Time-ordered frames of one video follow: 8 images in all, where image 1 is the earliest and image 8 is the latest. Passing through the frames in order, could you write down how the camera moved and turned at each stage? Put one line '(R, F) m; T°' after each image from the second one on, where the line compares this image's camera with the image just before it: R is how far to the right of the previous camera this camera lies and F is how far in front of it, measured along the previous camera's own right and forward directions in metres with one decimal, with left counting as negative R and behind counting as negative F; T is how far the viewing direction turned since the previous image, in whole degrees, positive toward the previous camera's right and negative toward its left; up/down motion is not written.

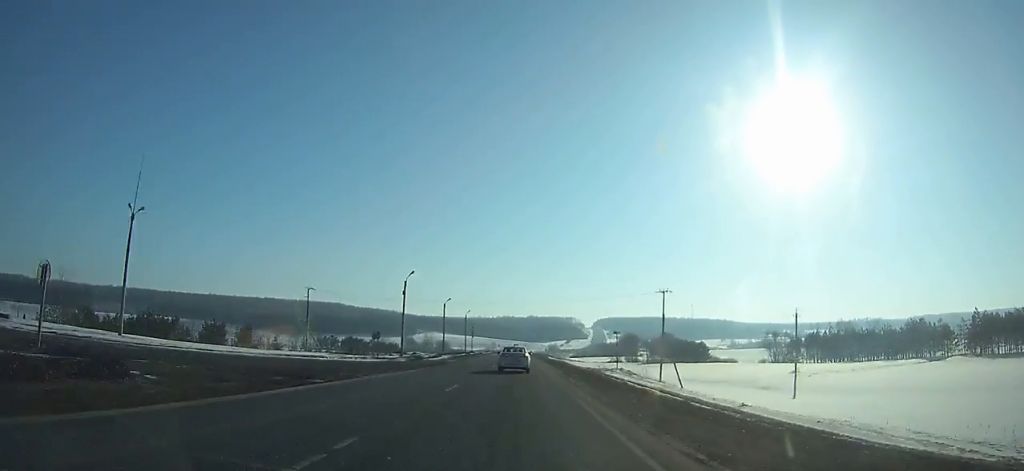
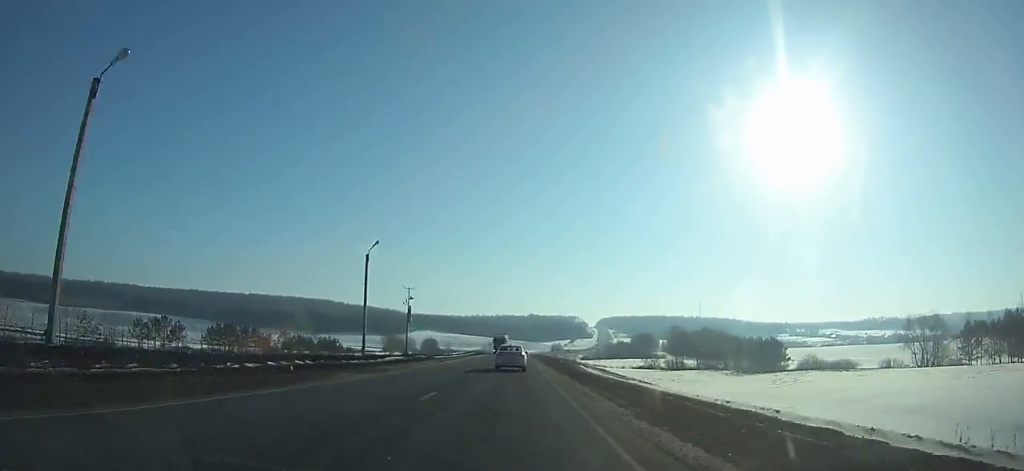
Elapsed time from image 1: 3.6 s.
(0.0, +75.8) m; 0°
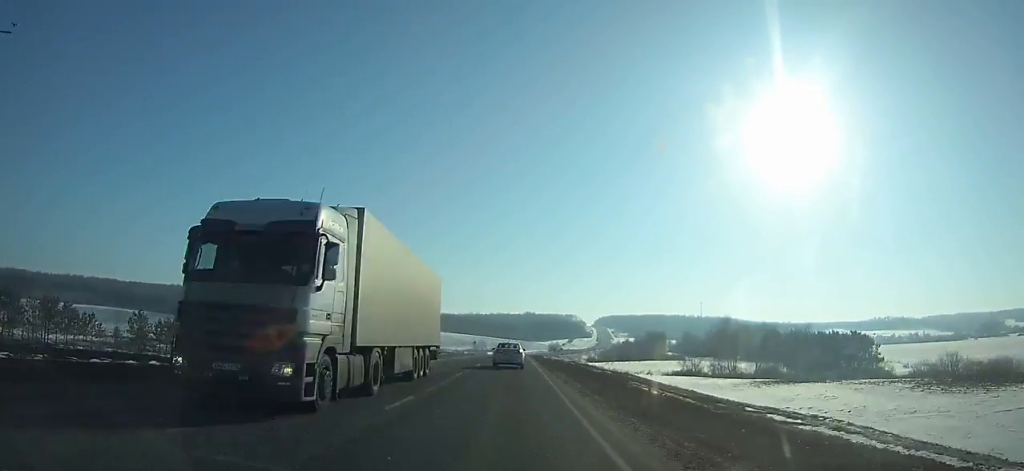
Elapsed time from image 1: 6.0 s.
(-0.1, +51.3) m; 0°
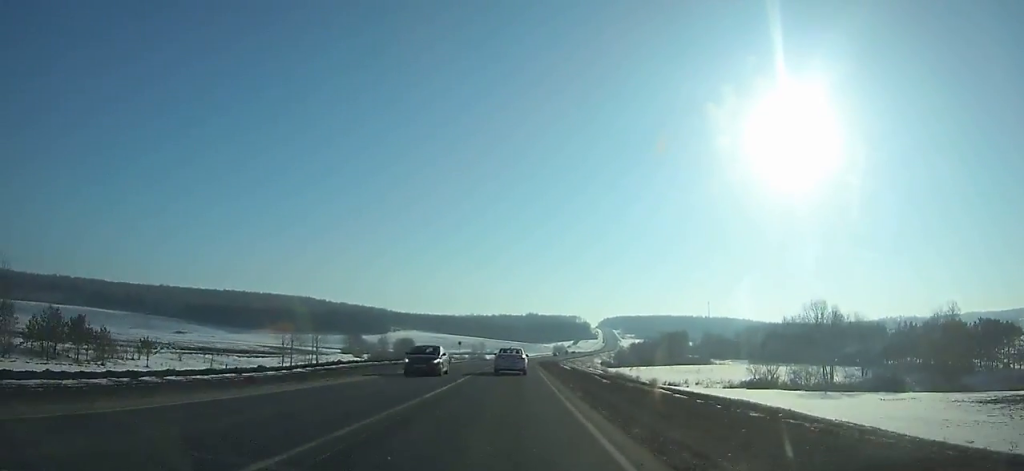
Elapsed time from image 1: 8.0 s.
(0.0, +43.1) m; 0°
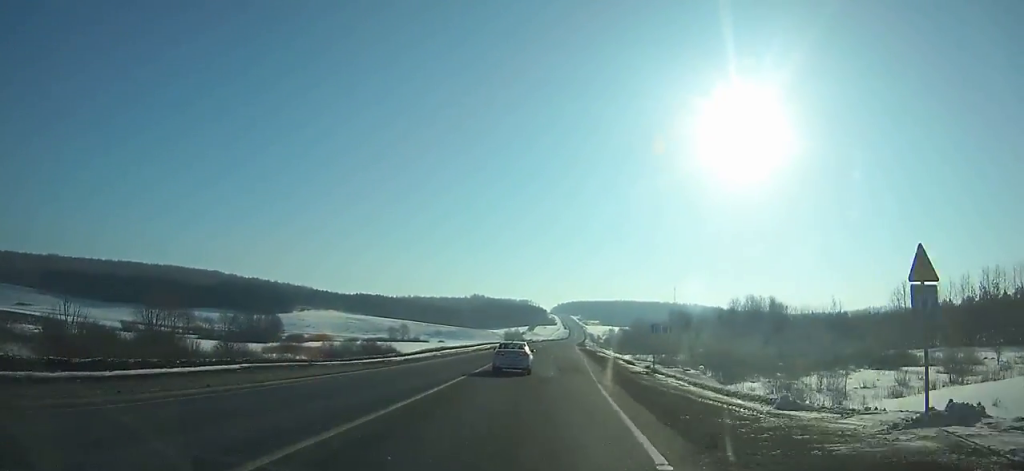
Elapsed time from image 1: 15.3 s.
(+7.4, +160.1) m; +7°
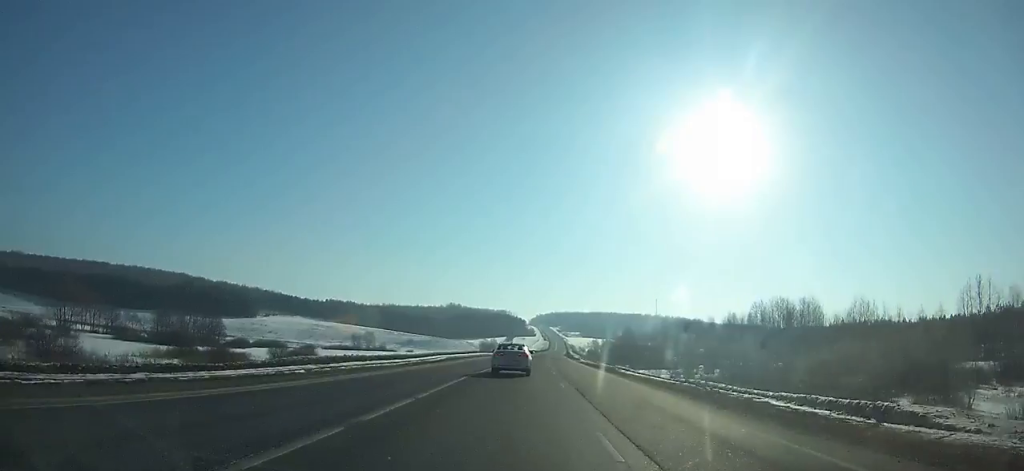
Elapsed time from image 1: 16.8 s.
(+0.4, +33.3) m; +2°
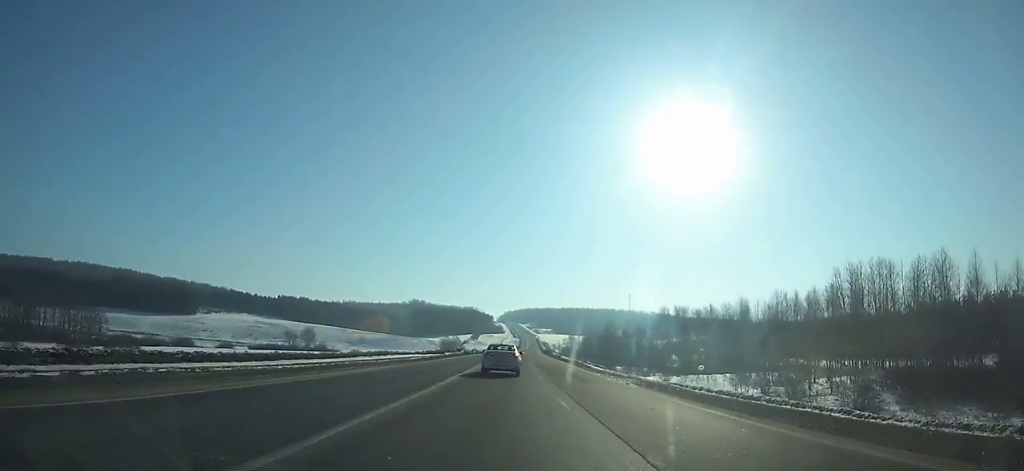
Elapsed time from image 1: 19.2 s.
(+1.3, +53.8) m; +2°
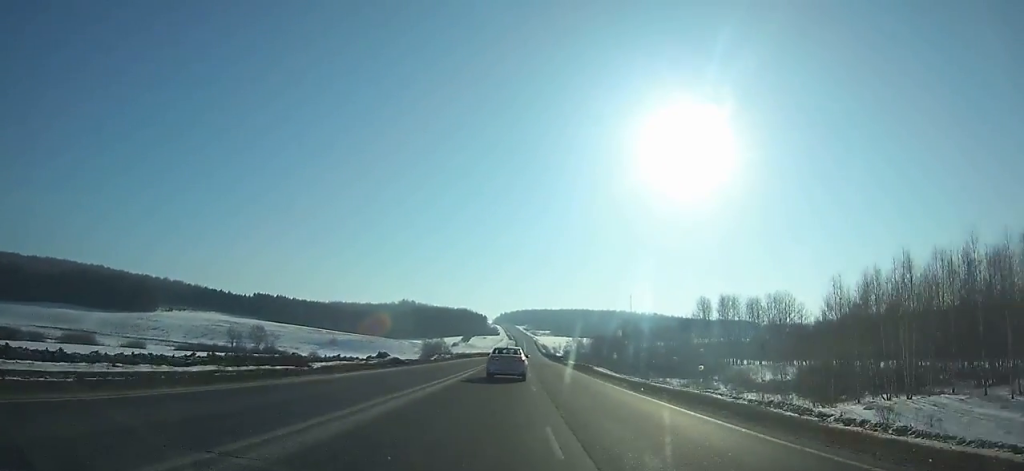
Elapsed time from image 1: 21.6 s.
(+0.6, +54.4) m; +1°
